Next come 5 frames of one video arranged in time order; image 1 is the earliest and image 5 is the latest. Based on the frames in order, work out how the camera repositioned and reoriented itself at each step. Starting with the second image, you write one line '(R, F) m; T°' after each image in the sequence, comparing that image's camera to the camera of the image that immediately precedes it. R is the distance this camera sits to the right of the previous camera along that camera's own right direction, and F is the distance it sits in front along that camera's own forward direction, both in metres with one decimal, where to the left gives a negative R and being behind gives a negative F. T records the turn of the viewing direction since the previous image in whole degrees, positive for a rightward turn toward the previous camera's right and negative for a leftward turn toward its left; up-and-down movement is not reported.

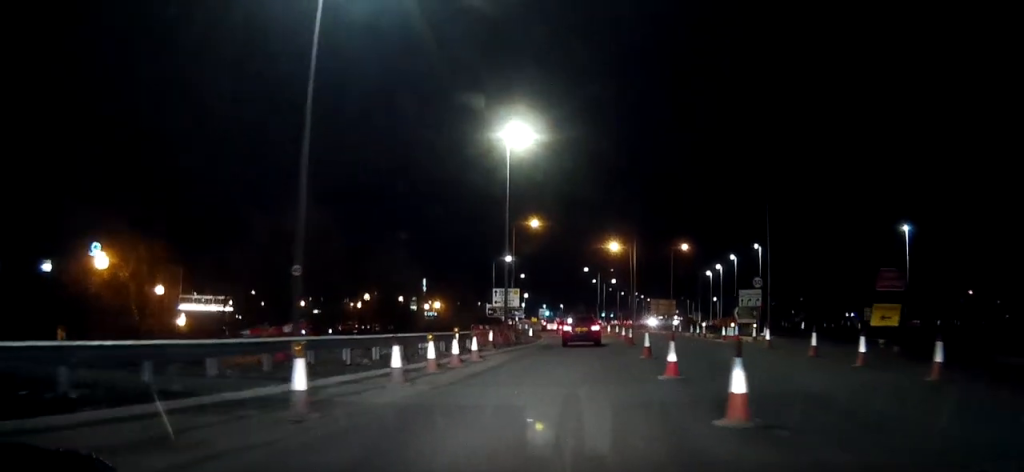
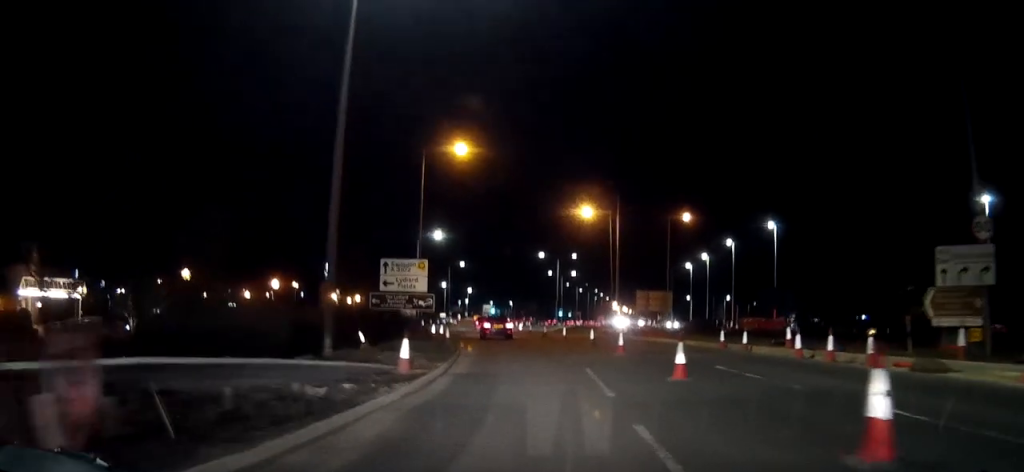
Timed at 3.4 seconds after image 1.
(-2.3, +28.3) m; -4°
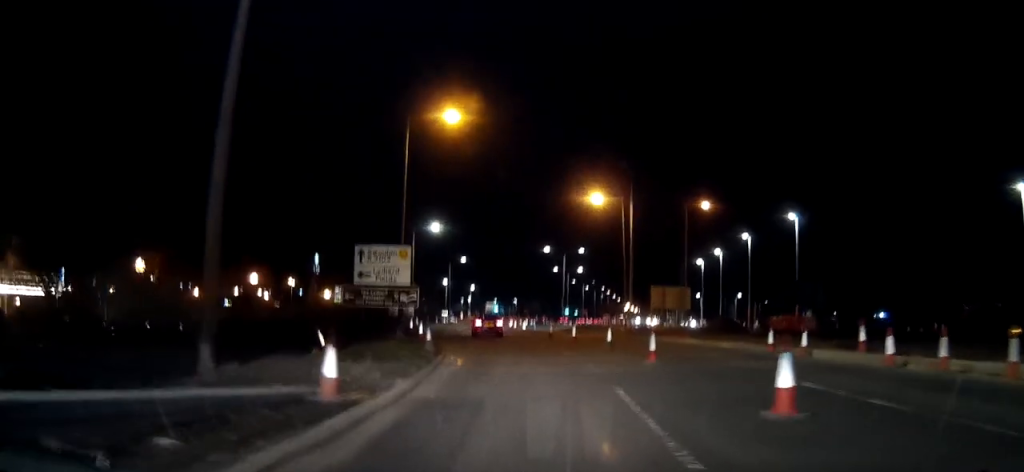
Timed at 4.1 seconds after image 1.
(+0.1, +5.8) m; +1°
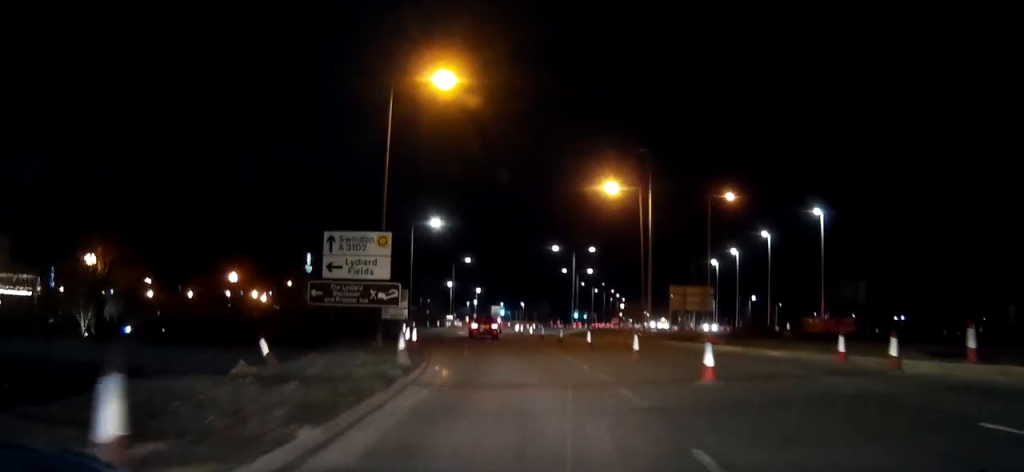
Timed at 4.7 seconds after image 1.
(+0.1, +5.4) m; 0°
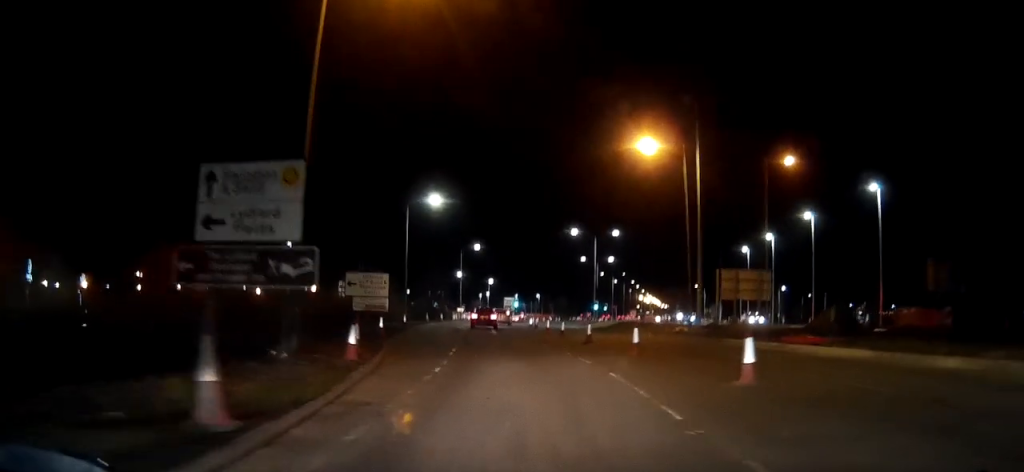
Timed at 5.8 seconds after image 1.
(-0.2, +10.6) m; -2°
